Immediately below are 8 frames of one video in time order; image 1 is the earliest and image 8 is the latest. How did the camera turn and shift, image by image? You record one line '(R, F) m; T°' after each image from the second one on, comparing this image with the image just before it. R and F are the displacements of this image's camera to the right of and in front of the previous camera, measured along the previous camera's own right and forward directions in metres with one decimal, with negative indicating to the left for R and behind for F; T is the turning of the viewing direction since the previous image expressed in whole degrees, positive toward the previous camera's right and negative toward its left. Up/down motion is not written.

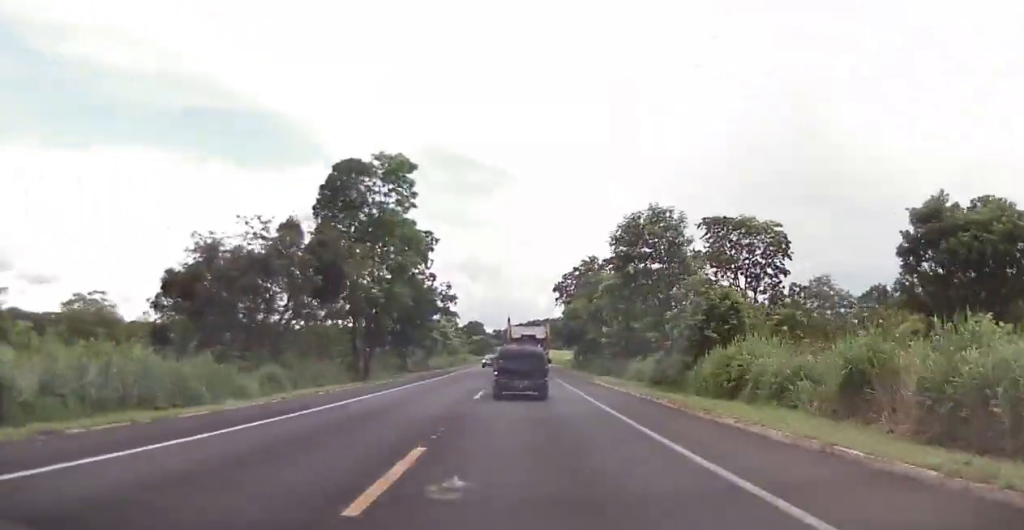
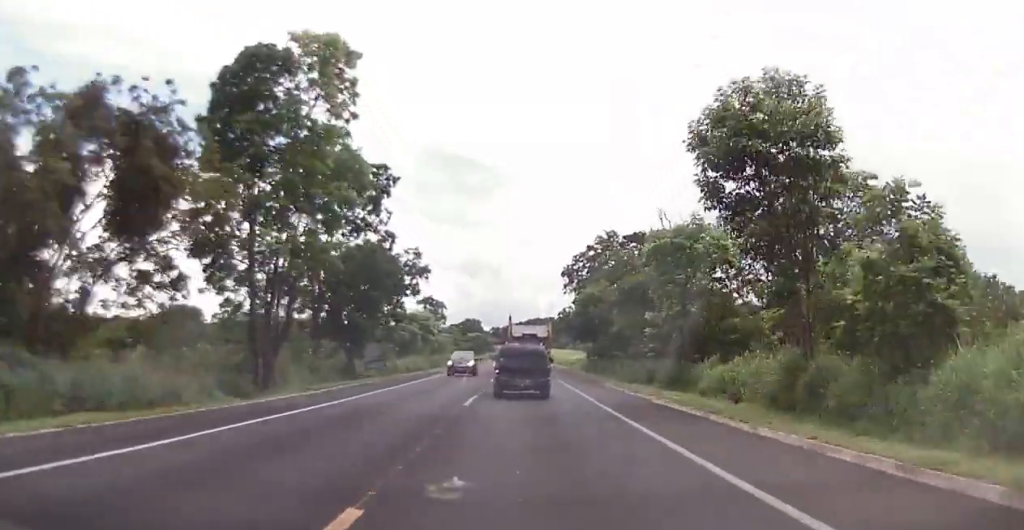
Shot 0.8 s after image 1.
(-0.3, +19.4) m; 0°
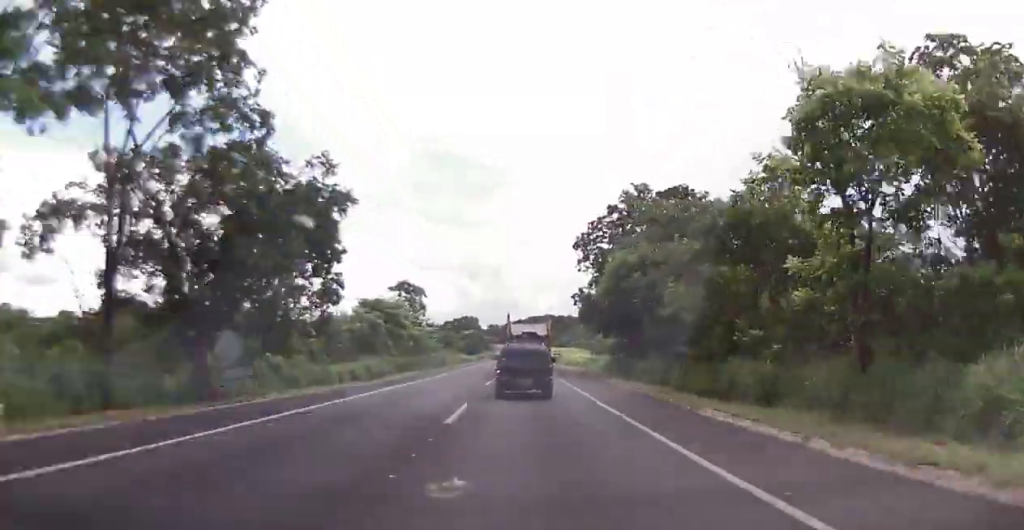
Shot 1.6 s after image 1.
(+0.1, +20.3) m; +1°
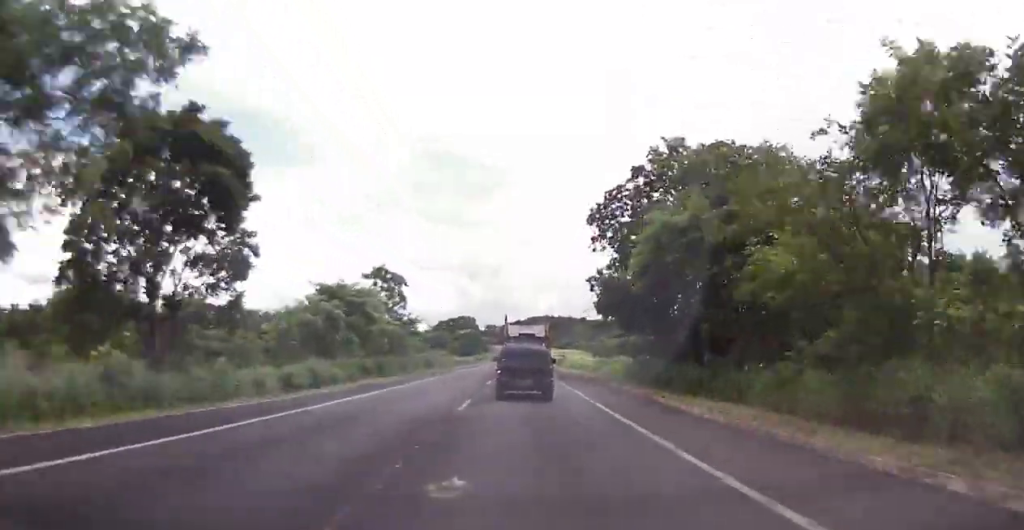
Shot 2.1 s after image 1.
(+0.1, +12.7) m; 0°
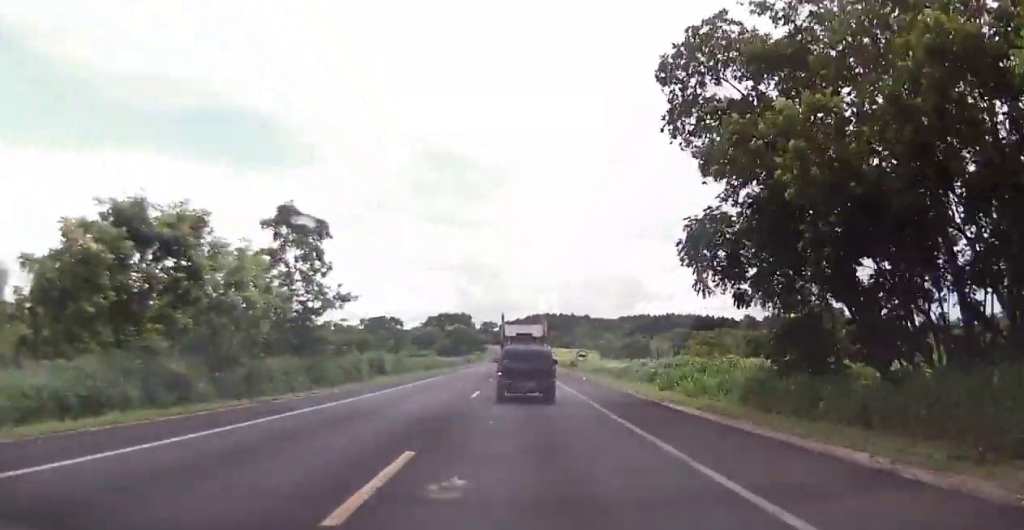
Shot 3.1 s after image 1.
(0.0, +26.5) m; 0°
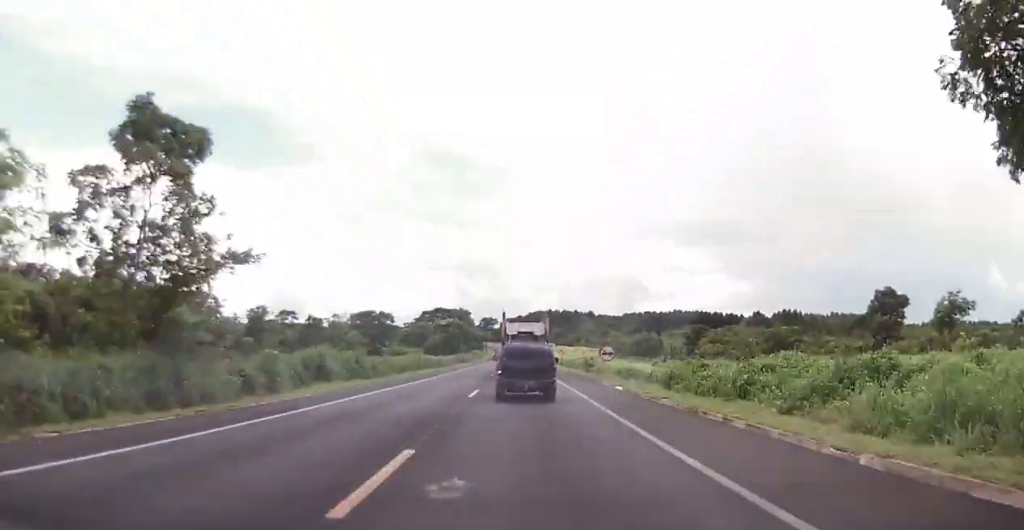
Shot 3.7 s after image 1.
(0.0, +16.3) m; -1°
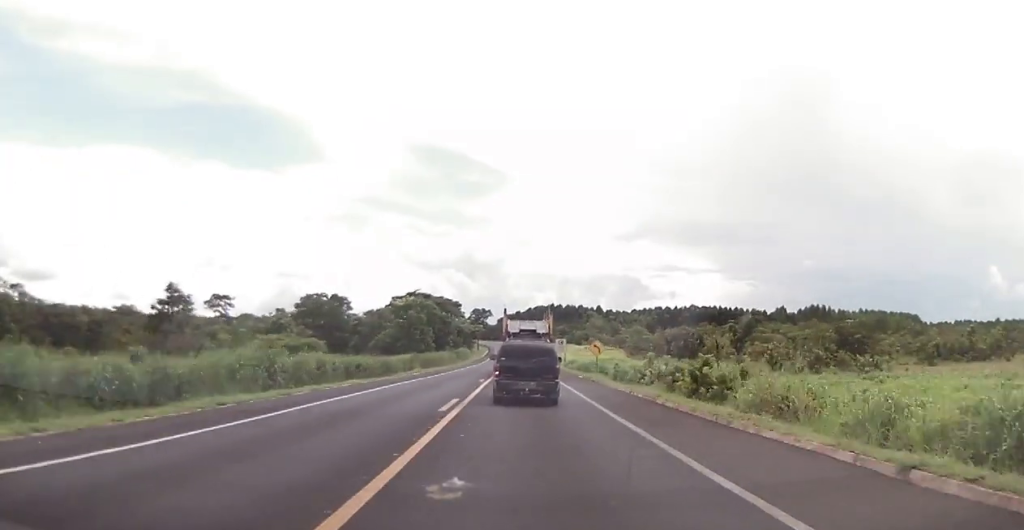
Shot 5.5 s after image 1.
(-0.2, +44.6) m; 0°
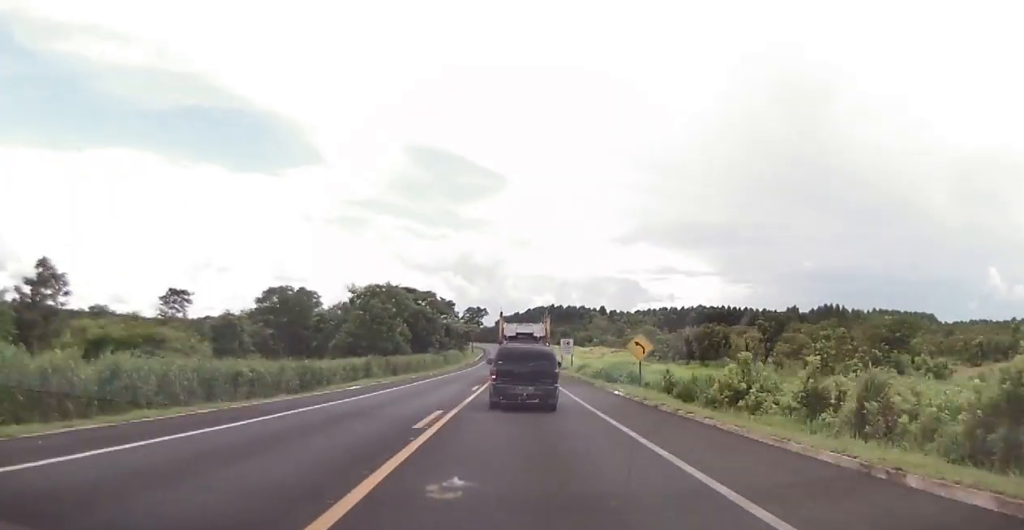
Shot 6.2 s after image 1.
(+0.1, +19.6) m; 0°
